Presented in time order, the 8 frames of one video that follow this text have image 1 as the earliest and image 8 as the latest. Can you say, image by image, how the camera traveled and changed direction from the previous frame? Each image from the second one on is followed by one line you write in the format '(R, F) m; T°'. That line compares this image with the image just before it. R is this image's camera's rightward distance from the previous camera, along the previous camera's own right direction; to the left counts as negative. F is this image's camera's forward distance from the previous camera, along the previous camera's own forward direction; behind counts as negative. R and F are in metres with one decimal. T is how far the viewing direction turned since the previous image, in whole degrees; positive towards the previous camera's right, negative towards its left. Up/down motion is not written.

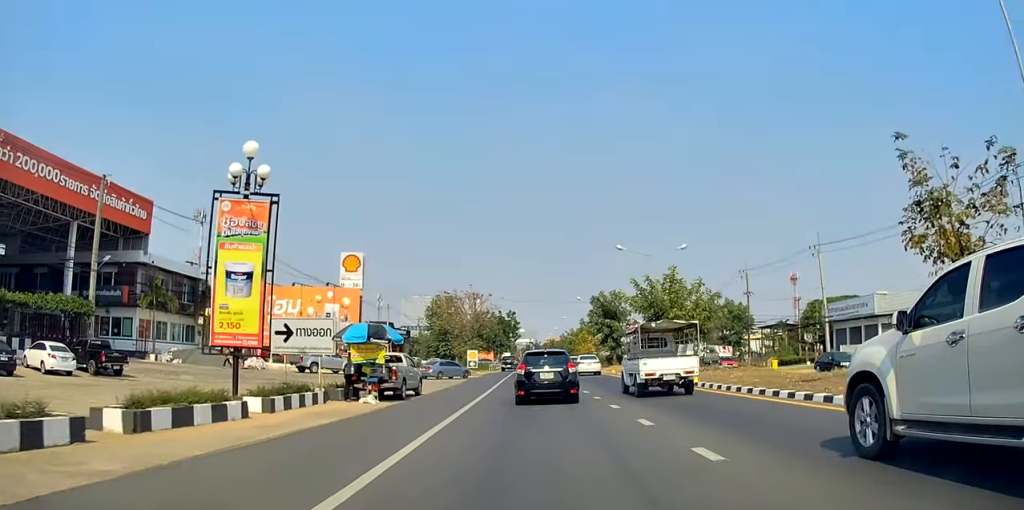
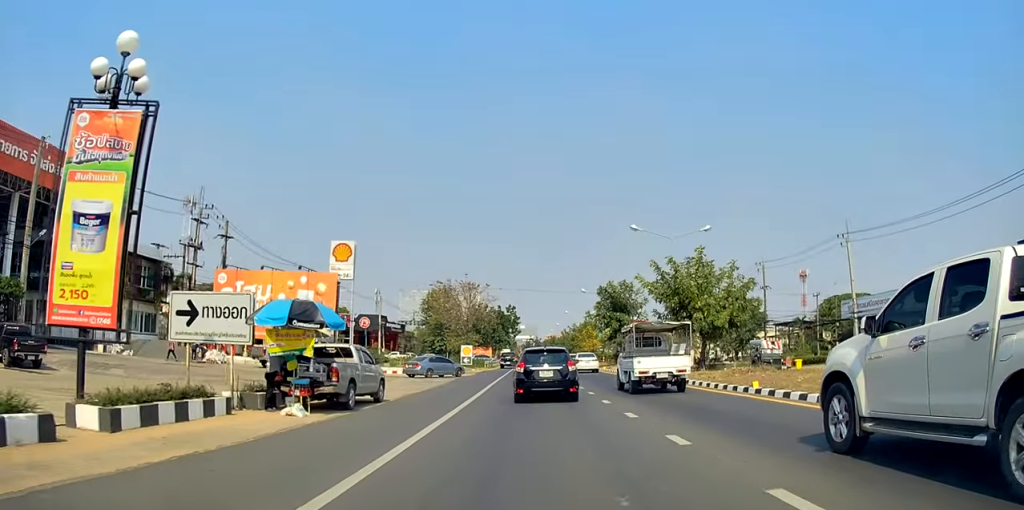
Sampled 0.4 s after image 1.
(0.0, +6.8) m; 0°
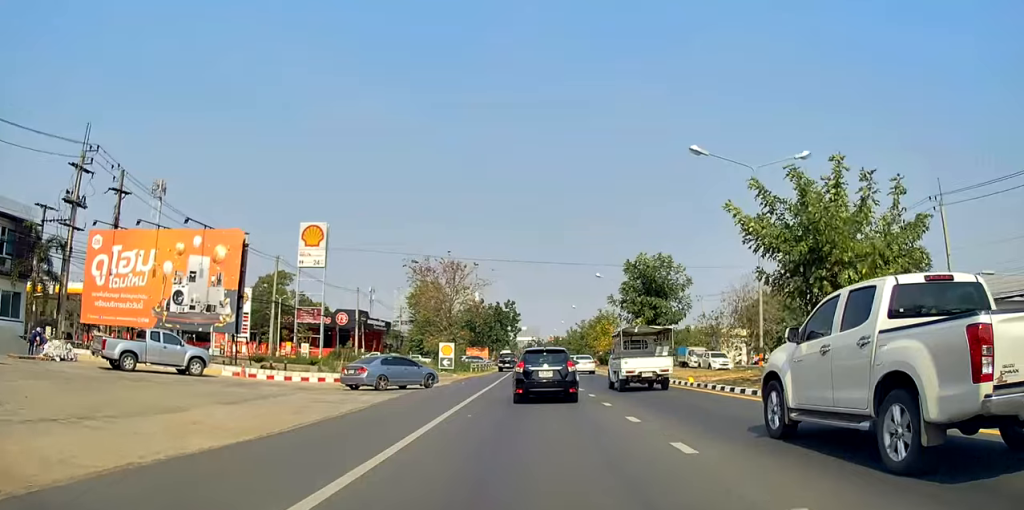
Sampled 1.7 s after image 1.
(0.0, +18.1) m; 0°
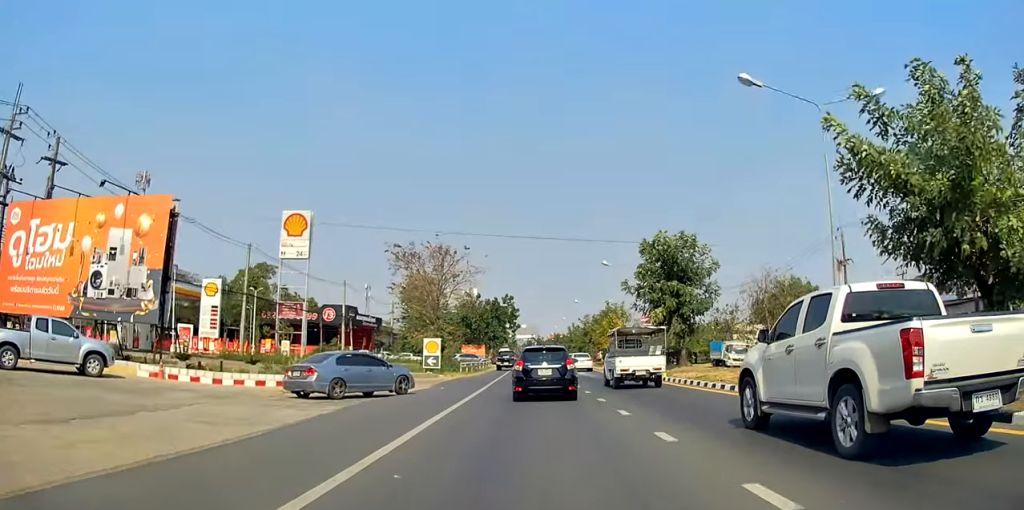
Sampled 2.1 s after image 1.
(0.0, +7.0) m; 0°
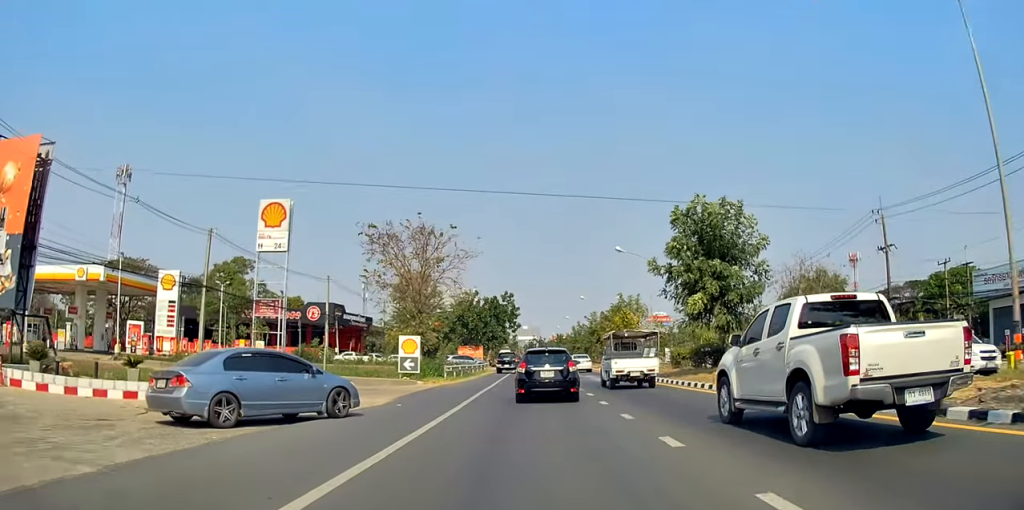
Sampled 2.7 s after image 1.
(0.0, +8.8) m; -1°
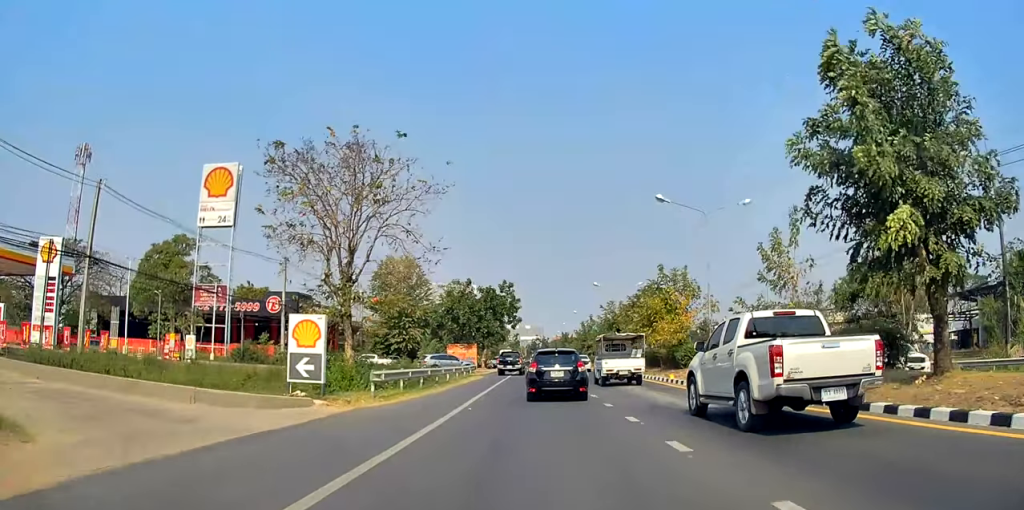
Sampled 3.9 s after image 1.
(-0.4, +18.1) m; -1°
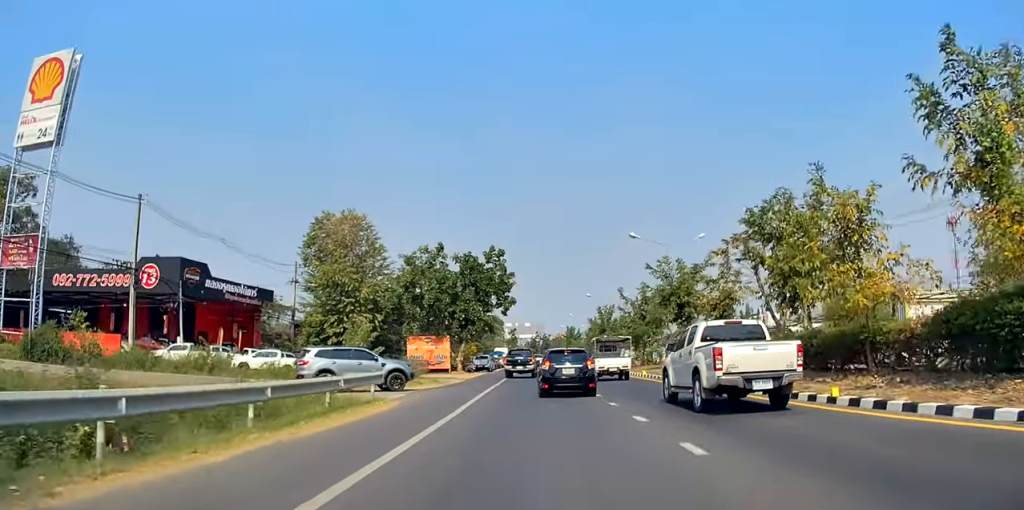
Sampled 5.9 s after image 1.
(-0.2, +29.1) m; 0°
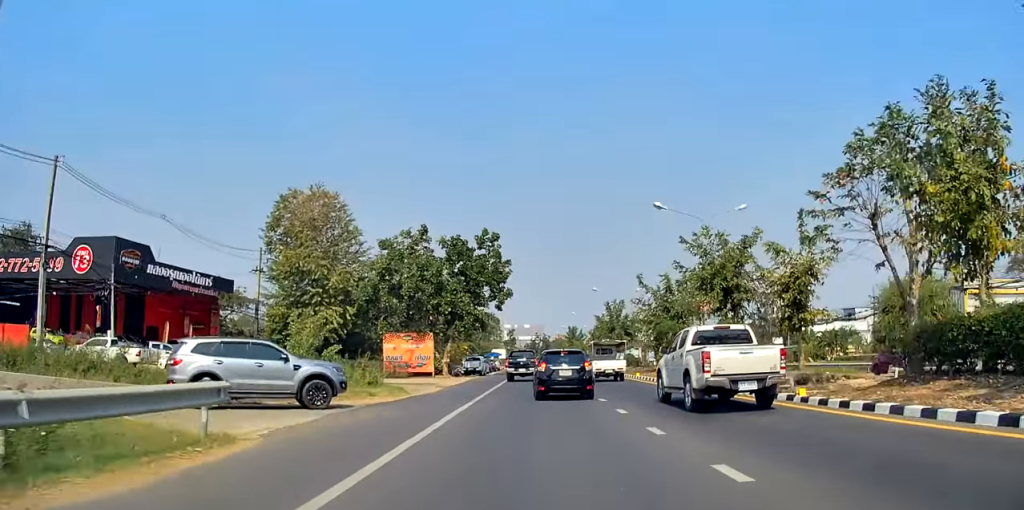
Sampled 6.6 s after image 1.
(+0.3, +9.9) m; 0°
